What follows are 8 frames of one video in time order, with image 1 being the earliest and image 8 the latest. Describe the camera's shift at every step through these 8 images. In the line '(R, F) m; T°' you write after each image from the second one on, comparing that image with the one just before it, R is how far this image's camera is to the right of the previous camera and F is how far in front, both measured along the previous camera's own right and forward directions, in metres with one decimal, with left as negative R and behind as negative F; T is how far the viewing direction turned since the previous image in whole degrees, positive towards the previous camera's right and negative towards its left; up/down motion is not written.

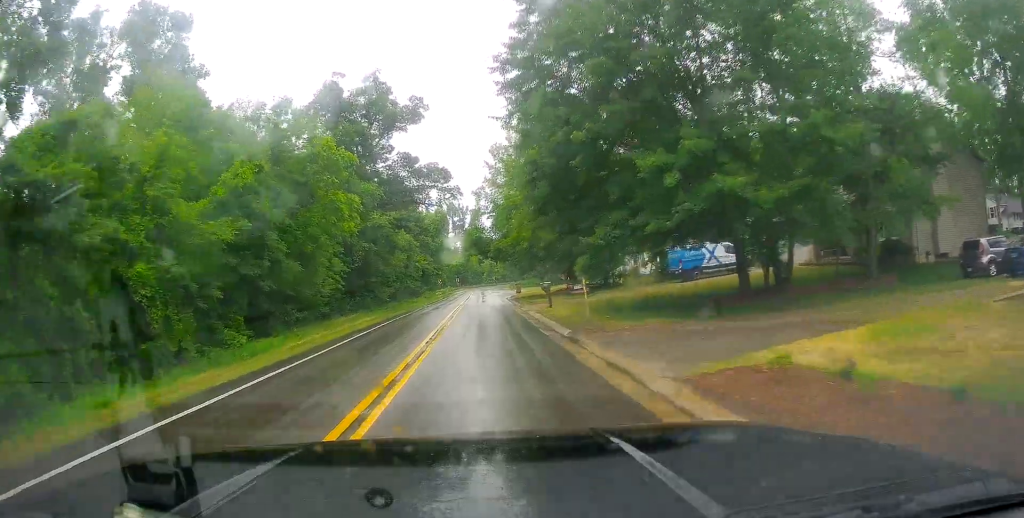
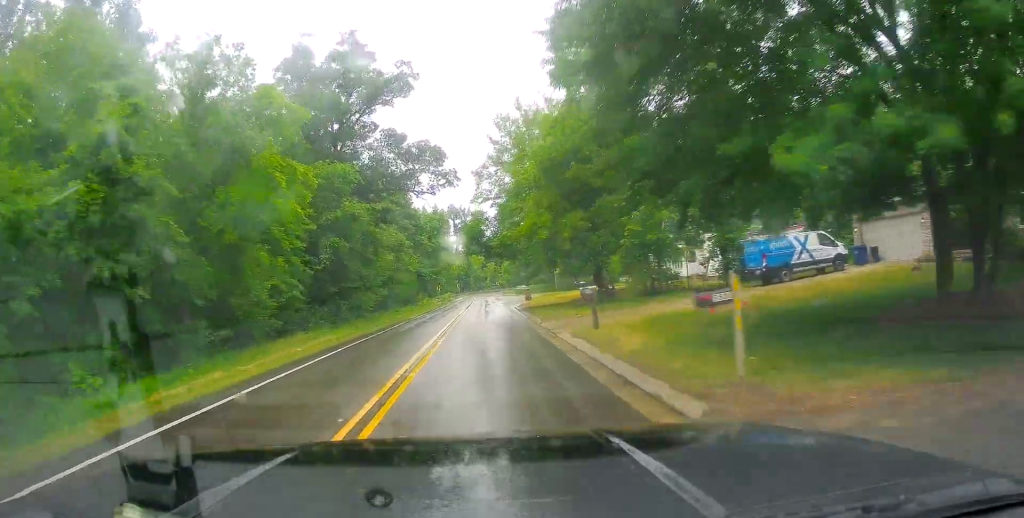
(-0.2, +11.5) m; 0°
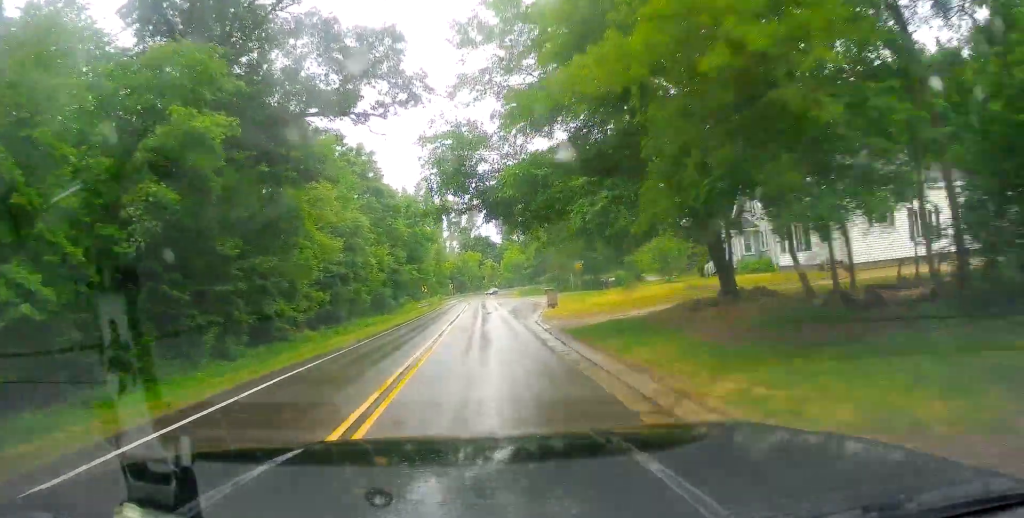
(-0.1, +22.5) m; -3°
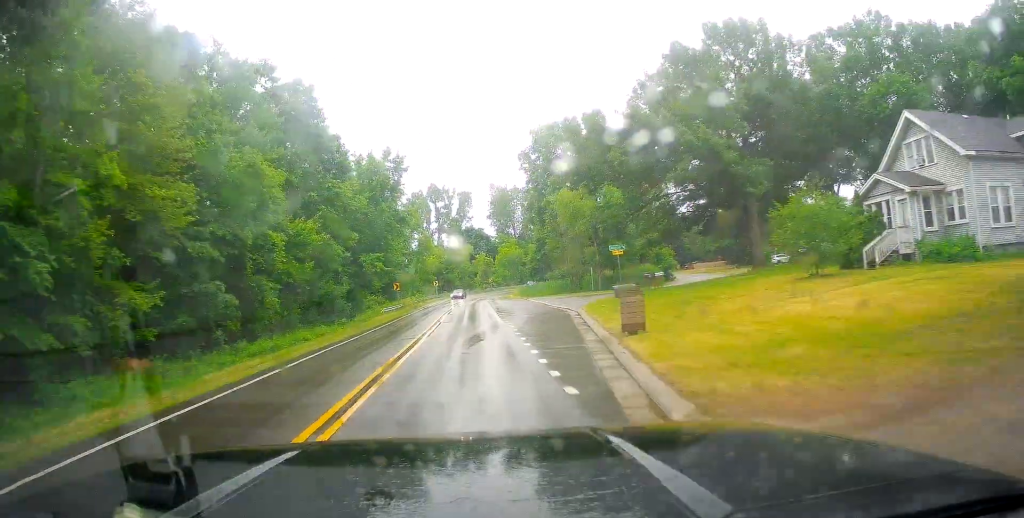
(-0.6, +20.9) m; +1°
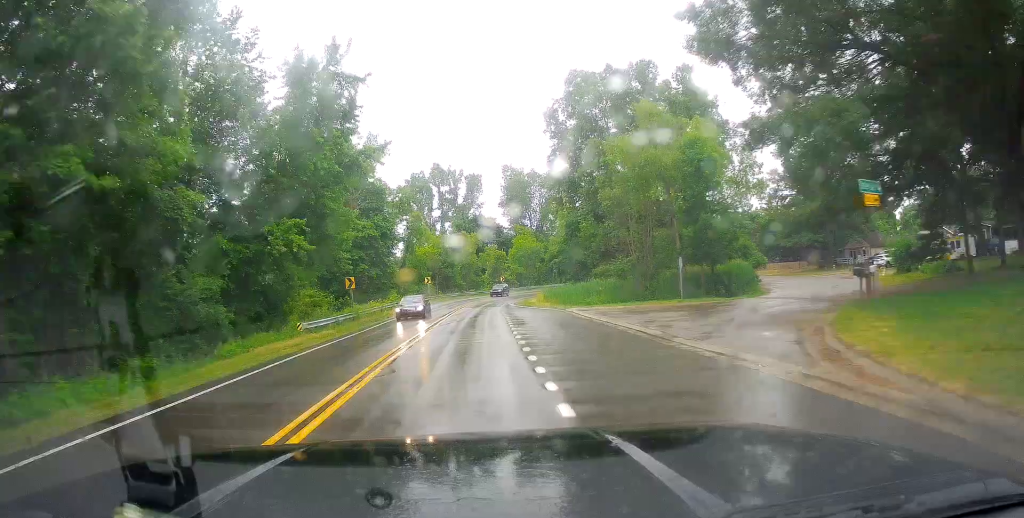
(+0.9, +27.0) m; +2°
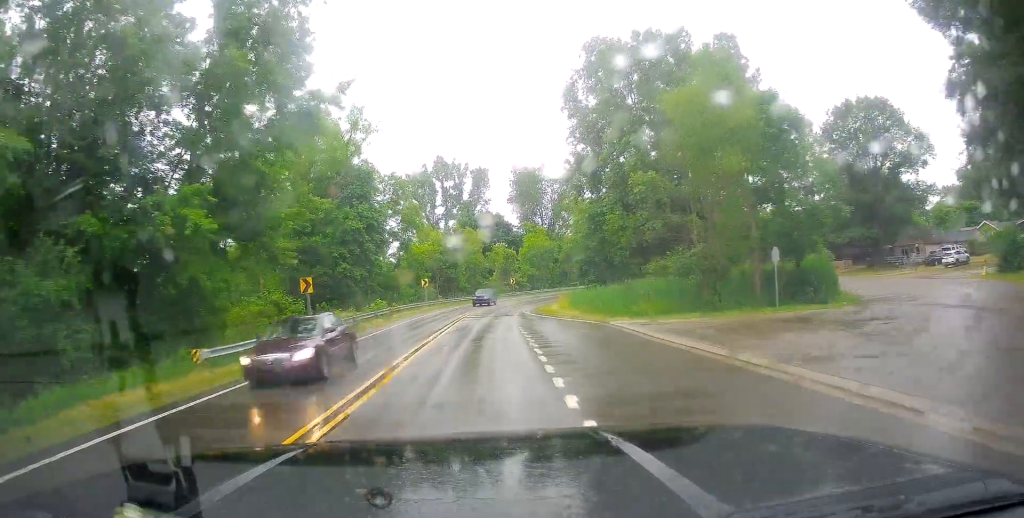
(+0.1, +12.2) m; -2°
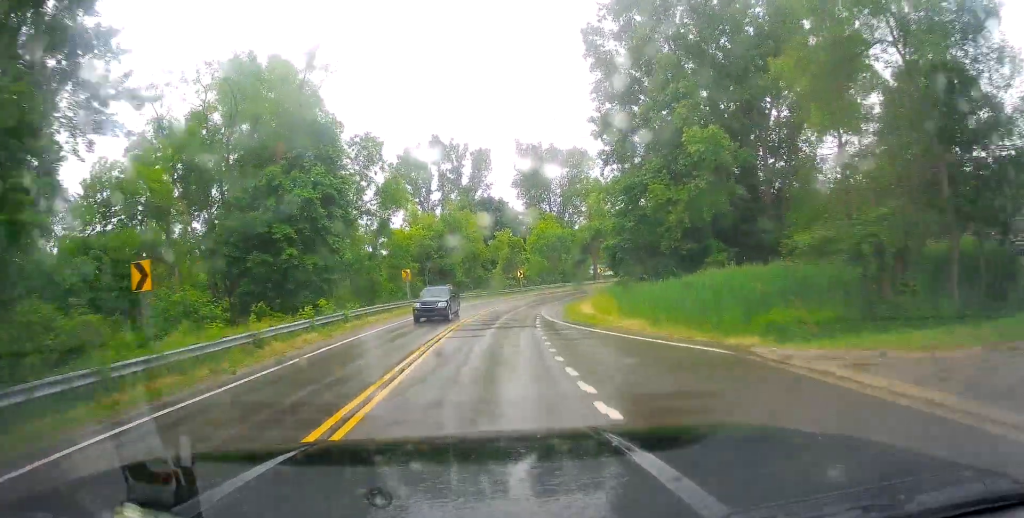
(-0.5, +15.9) m; -1°
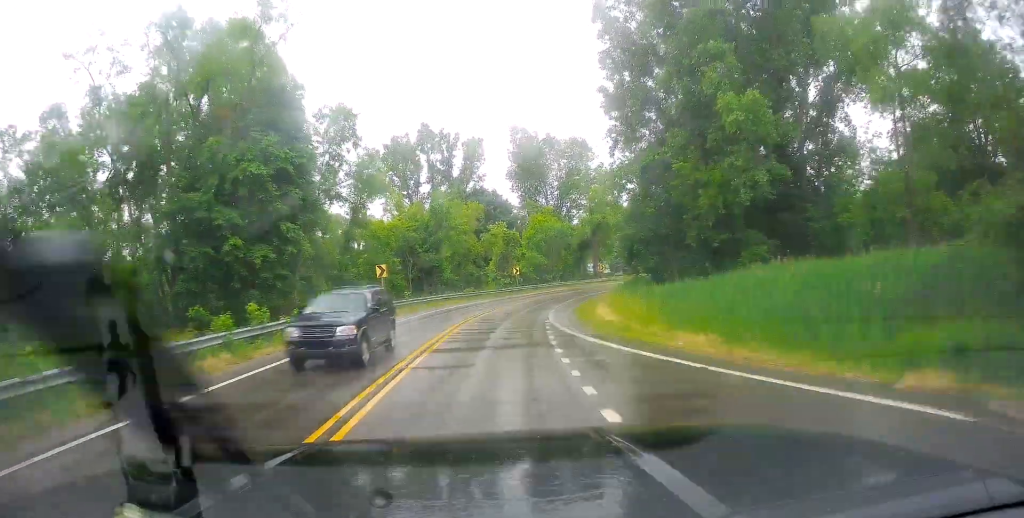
(-0.2, +8.1) m; 0°
